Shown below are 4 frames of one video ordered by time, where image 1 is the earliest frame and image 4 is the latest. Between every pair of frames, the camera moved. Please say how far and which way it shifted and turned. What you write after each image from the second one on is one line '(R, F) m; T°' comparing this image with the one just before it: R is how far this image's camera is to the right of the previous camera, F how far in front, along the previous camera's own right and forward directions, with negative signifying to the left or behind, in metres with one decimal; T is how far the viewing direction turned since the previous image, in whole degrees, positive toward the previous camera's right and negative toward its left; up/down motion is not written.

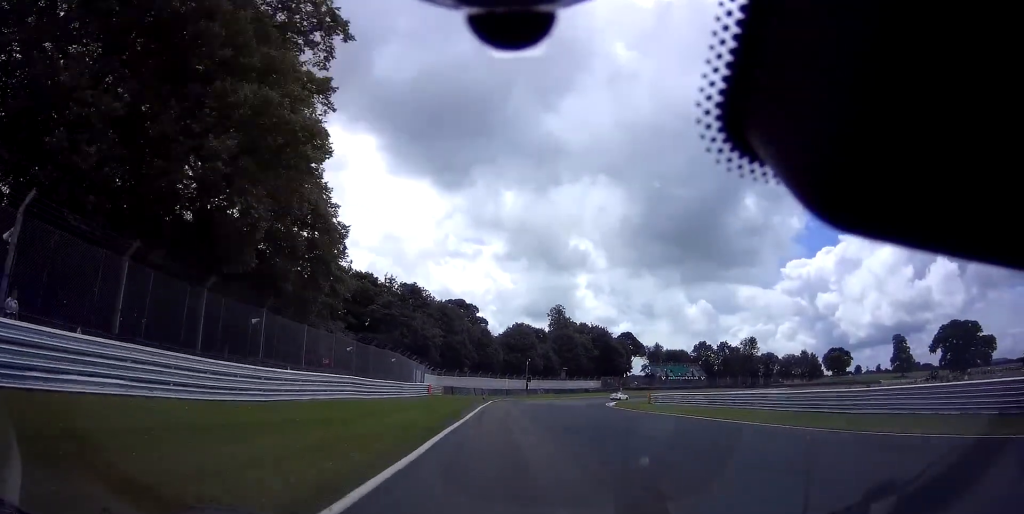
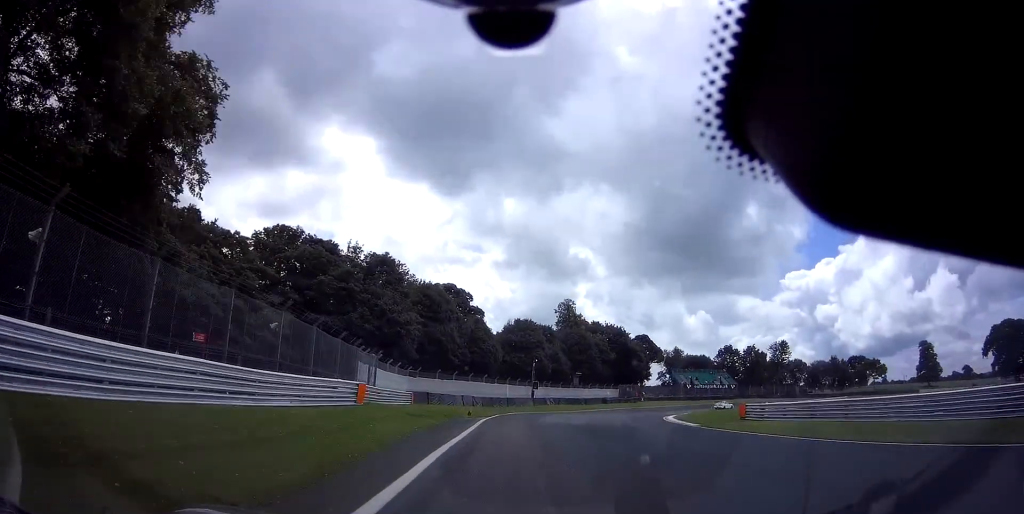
(-0.3, +24.2) m; +3°
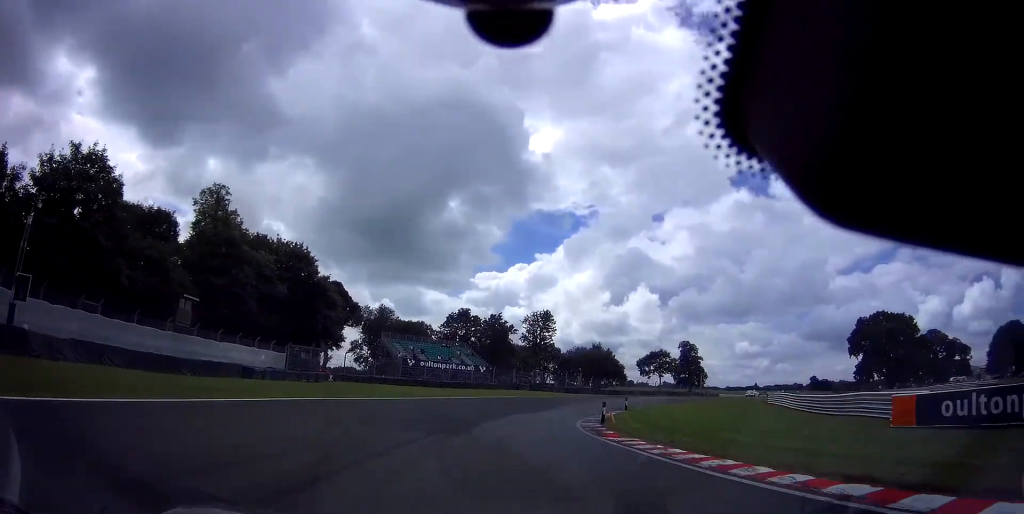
(+12.4, +58.6) m; +31°
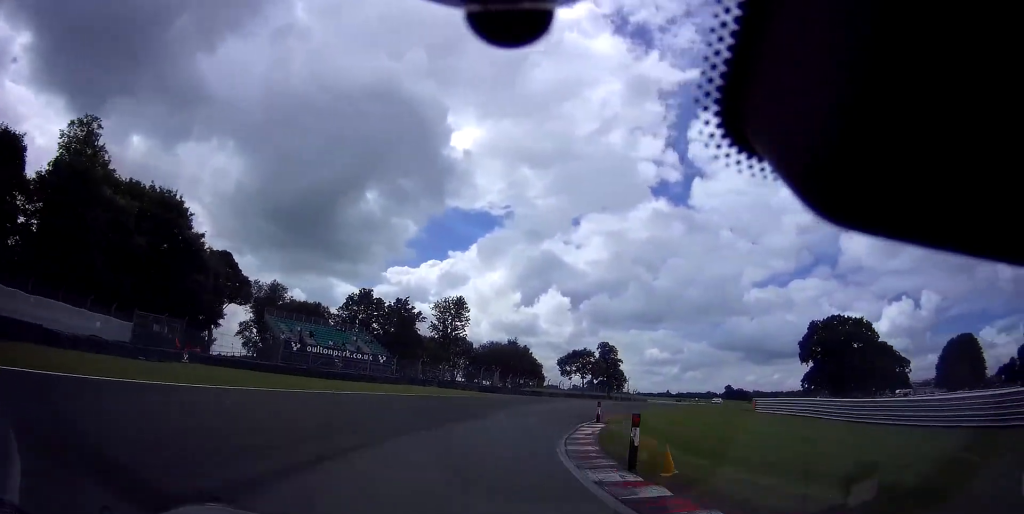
(+2.2, +14.1) m; +9°
